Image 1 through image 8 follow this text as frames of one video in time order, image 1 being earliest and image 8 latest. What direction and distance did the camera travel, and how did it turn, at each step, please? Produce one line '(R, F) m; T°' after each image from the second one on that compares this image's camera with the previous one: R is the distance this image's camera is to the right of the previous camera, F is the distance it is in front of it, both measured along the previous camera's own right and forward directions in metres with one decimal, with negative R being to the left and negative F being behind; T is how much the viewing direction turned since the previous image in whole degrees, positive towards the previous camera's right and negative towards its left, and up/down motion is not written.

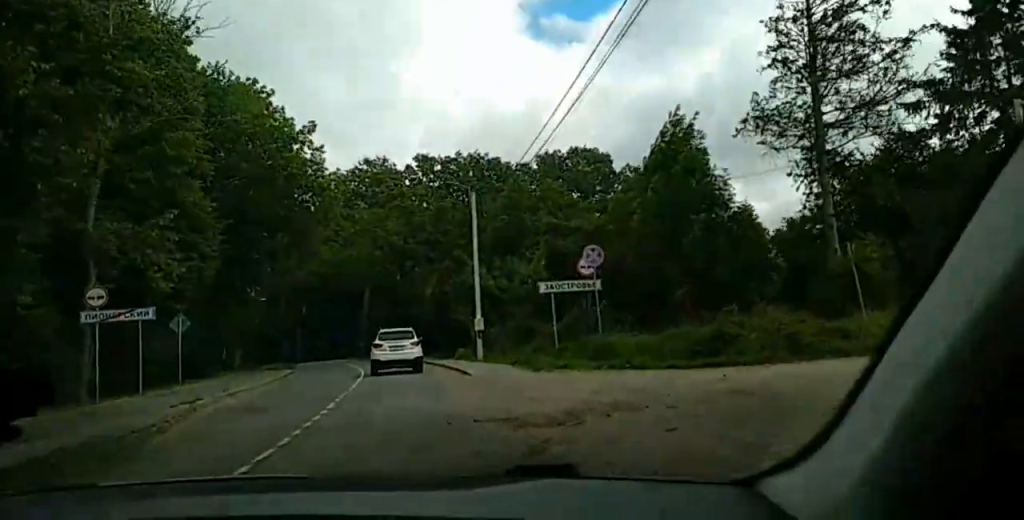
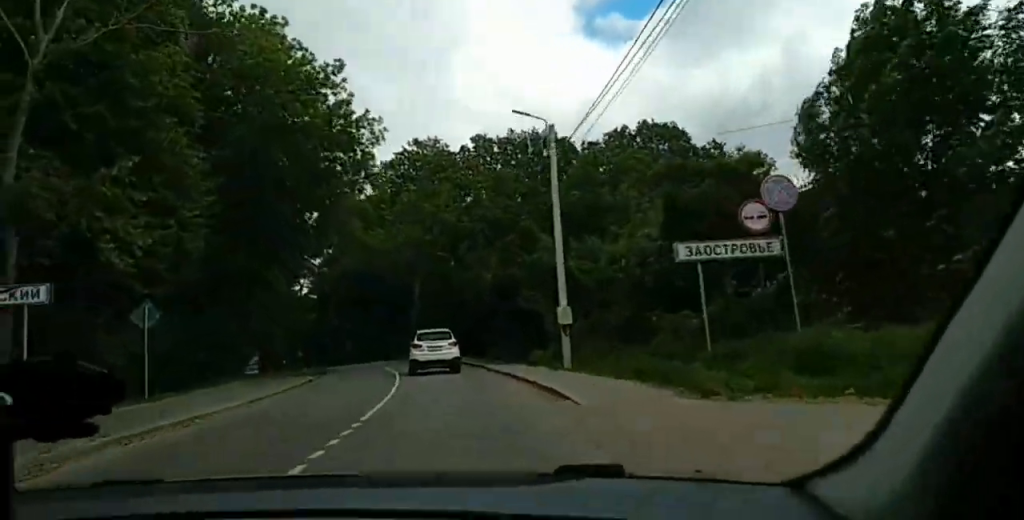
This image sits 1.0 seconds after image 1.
(+0.2, +10.8) m; 0°
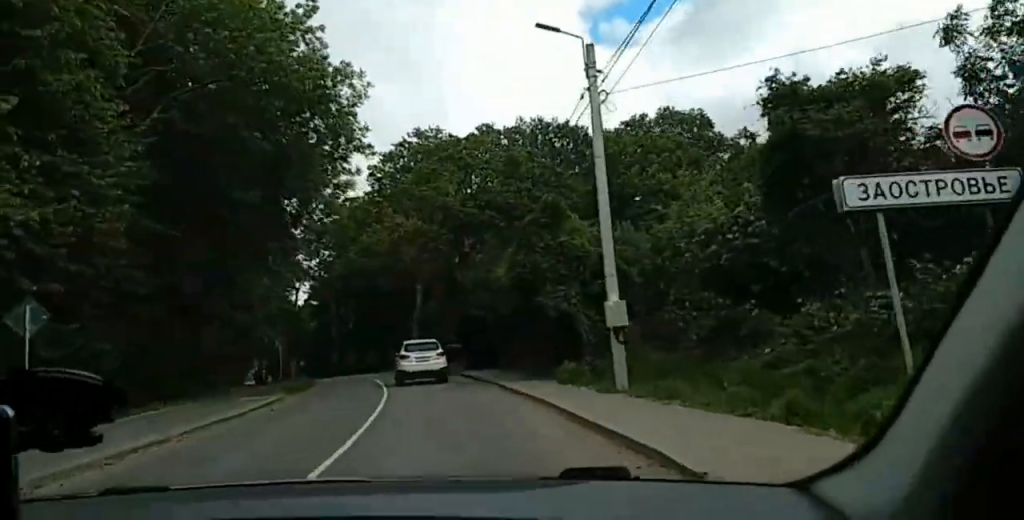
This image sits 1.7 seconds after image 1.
(0.0, +7.0) m; -2°
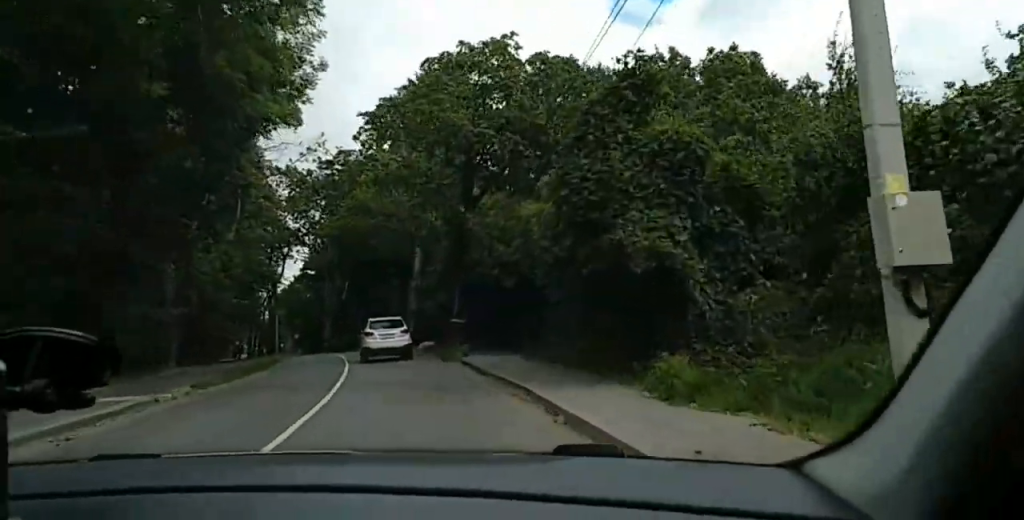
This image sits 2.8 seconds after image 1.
(-0.5, +10.8) m; -3°
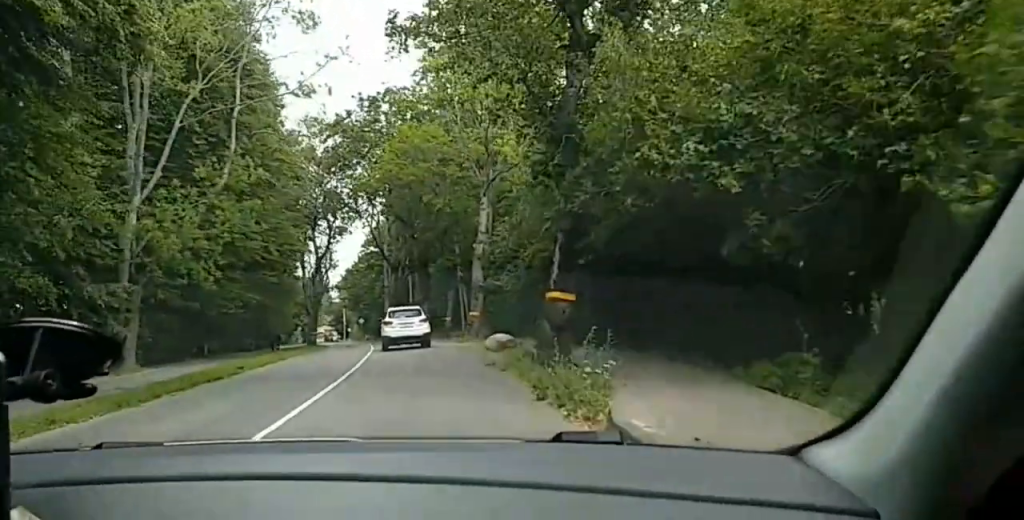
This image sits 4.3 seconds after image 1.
(0.0, +15.9) m; -3°
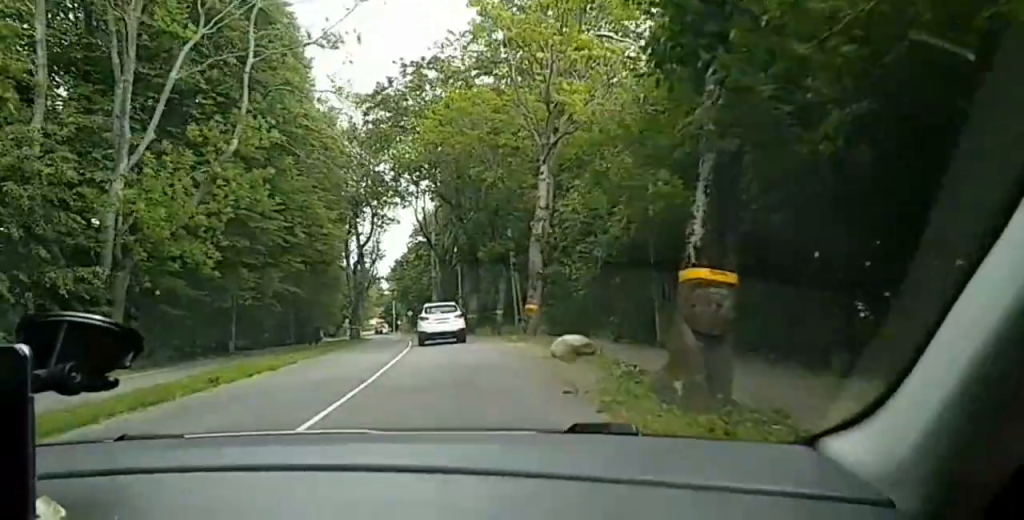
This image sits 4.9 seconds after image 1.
(-0.3, +6.3) m; -2°
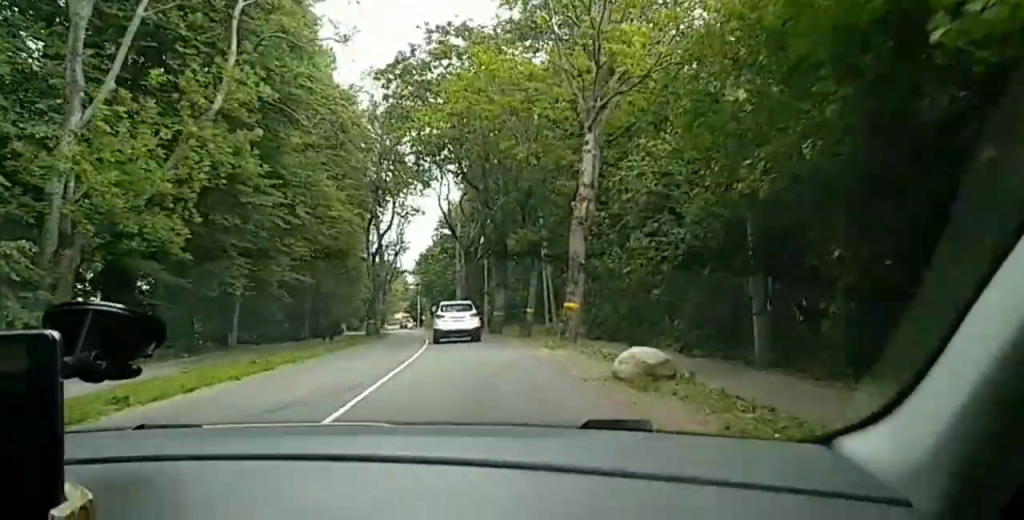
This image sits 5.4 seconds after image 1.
(-0.2, +5.1) m; -2°
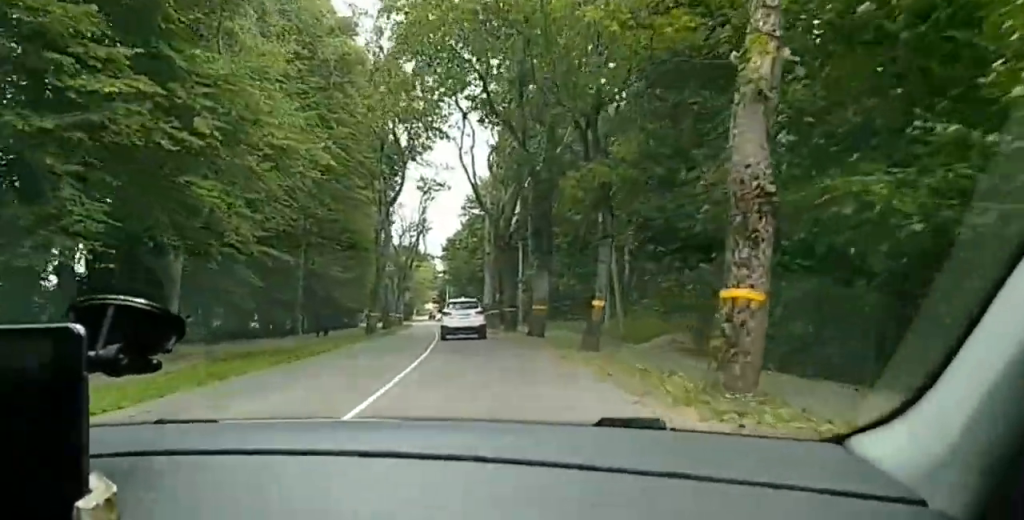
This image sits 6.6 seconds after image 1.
(-0.2, +13.5) m; -2°
